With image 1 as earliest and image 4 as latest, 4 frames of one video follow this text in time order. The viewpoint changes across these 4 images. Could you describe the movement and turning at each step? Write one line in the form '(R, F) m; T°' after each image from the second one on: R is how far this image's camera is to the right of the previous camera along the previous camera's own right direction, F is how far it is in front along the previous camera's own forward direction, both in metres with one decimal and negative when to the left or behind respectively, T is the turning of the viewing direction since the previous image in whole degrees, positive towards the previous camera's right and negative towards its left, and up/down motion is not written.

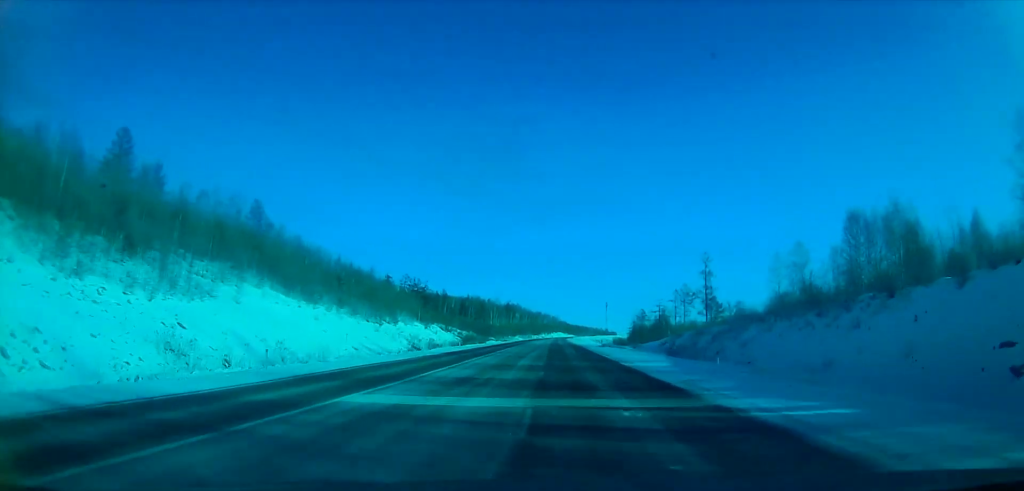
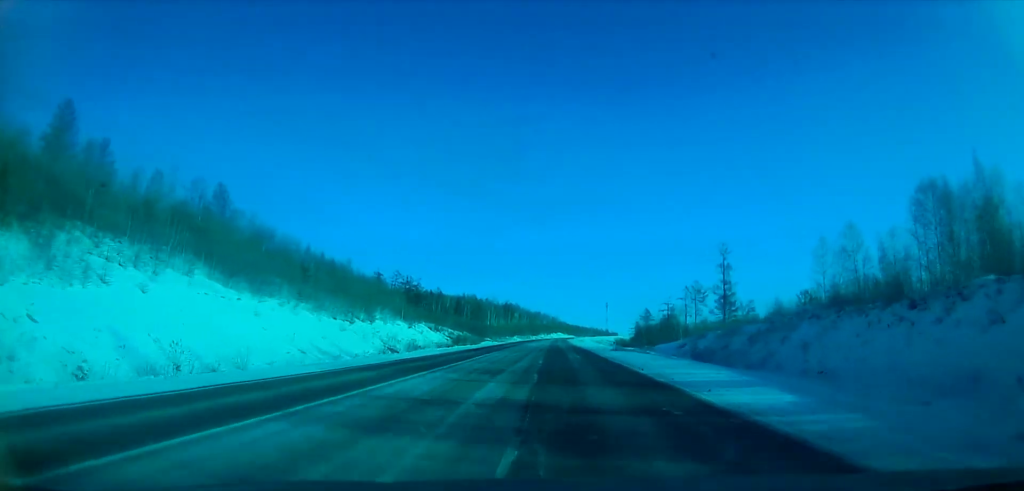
(-0.4, +15.0) m; -1°
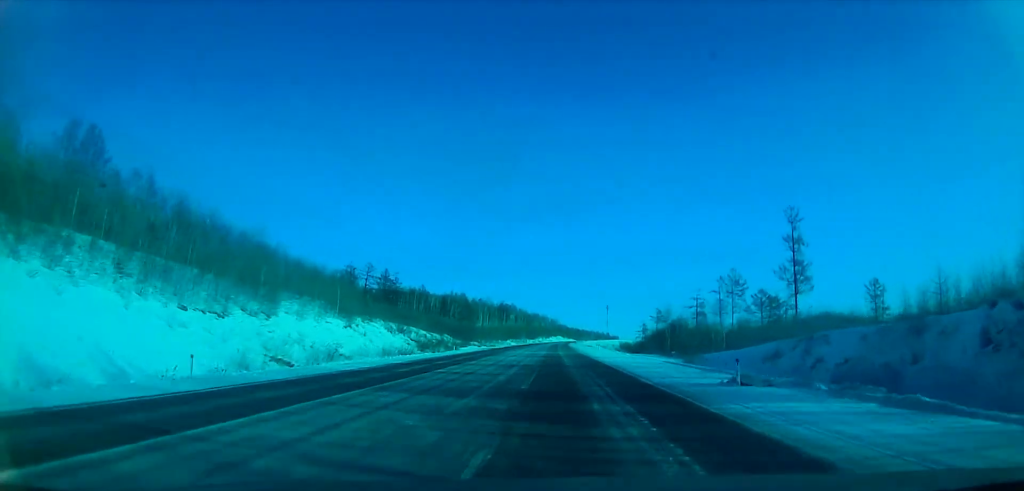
(+0.3, +37.0) m; +2°
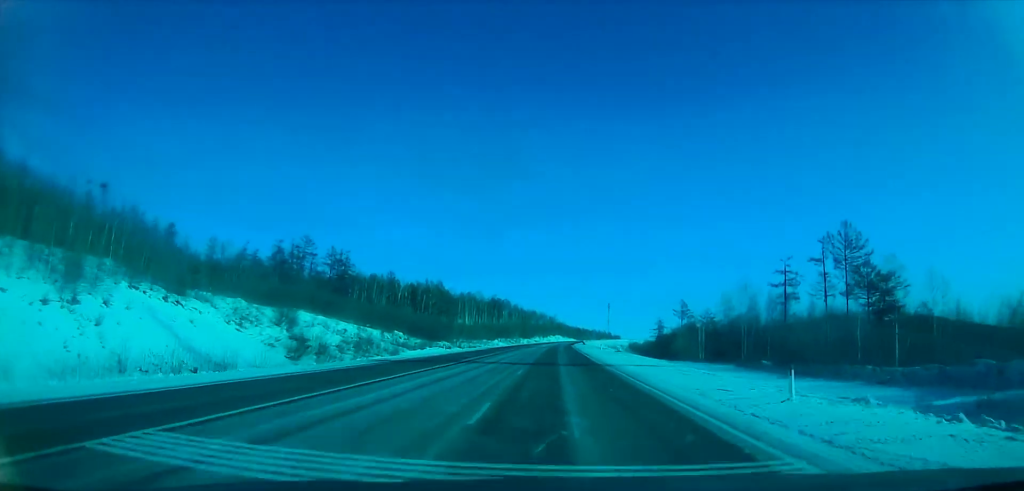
(-0.1, +54.4) m; -2°
